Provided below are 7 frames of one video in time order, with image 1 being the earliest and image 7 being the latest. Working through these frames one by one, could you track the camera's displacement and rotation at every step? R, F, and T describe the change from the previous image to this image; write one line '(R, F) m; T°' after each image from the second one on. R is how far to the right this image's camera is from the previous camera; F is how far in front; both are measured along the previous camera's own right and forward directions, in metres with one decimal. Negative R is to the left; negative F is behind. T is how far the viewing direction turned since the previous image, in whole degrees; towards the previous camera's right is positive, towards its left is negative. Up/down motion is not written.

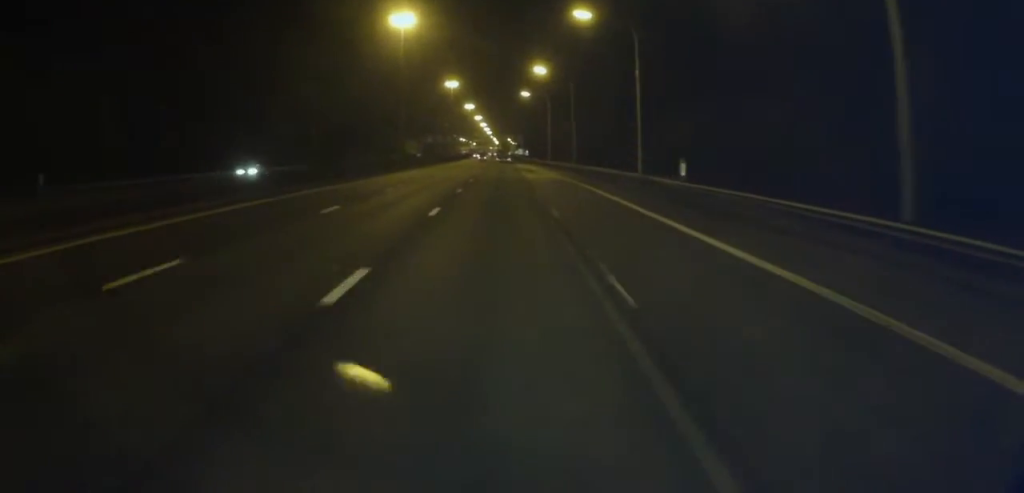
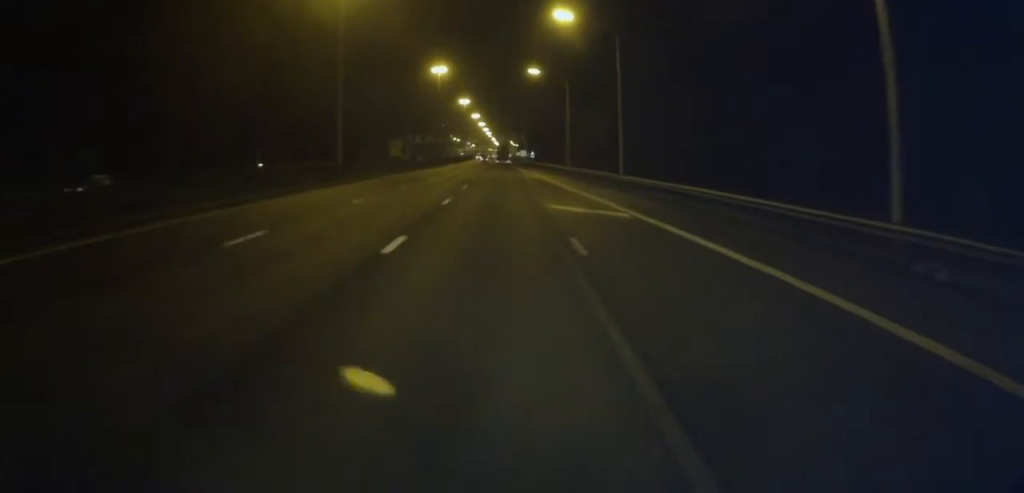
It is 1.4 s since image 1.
(+0.5, +33.0) m; +1°
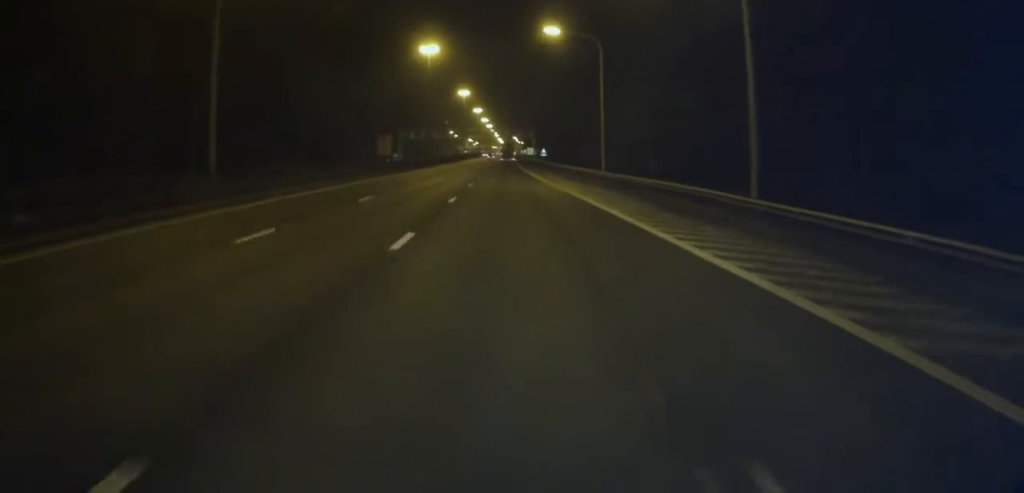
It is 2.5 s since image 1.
(-0.1, +25.1) m; 0°
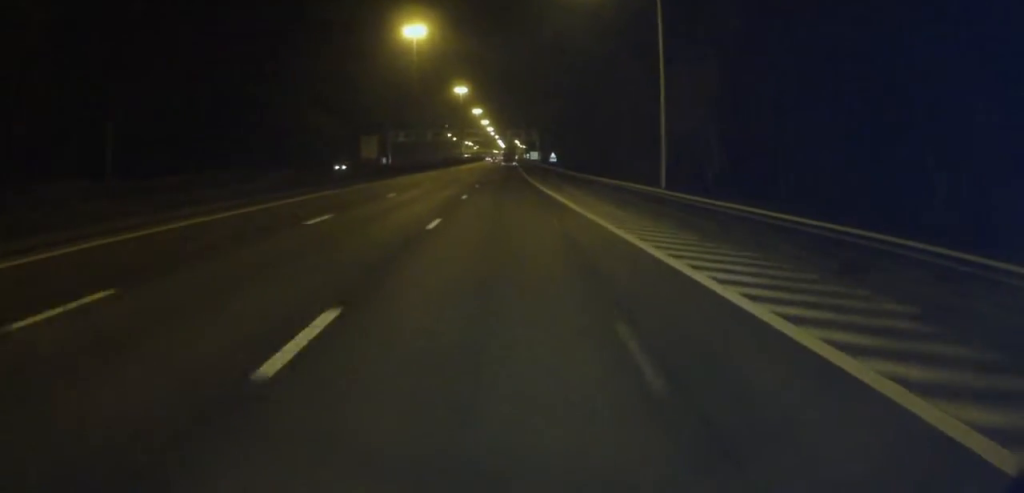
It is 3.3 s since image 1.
(+0.1, +20.4) m; 0°
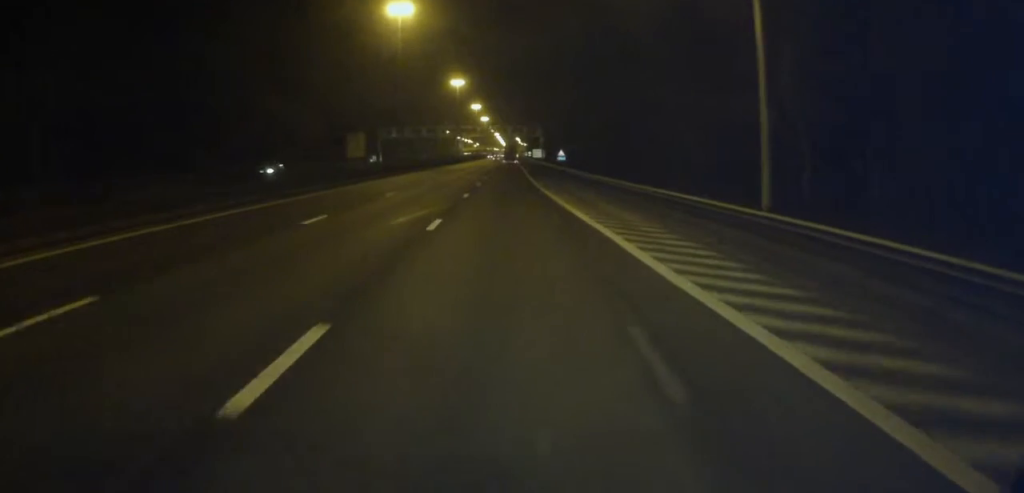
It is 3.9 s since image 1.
(+0.3, +13.3) m; 0°
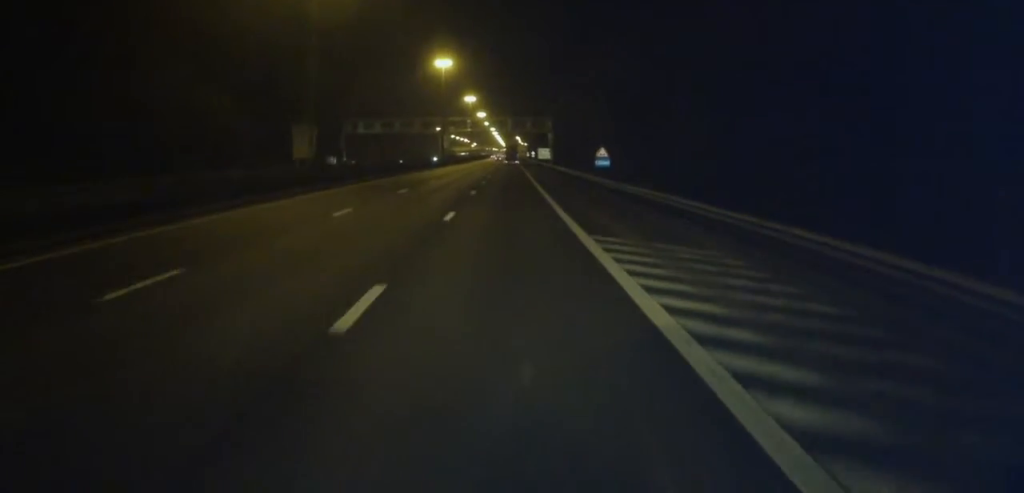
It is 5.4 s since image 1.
(-0.3, +35.1) m; 0°
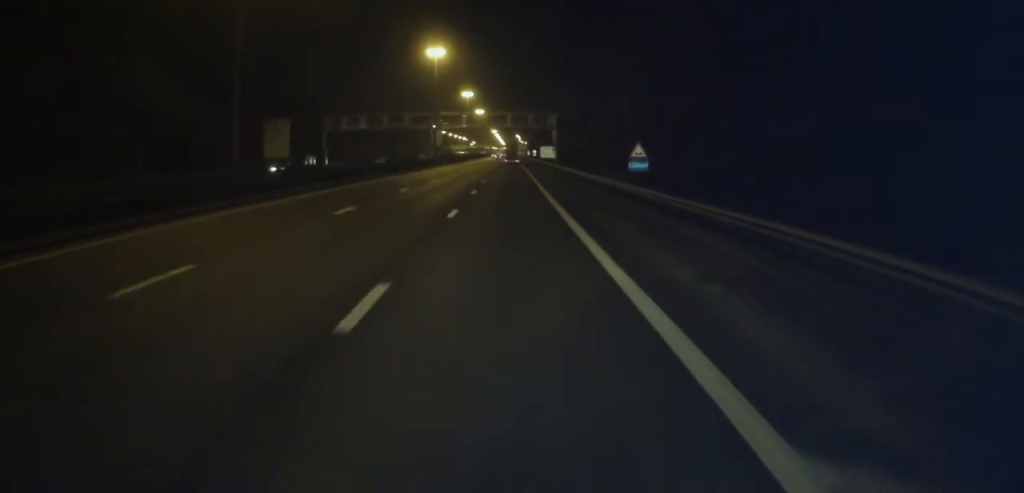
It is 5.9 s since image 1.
(+0.2, +12.5) m; 0°
